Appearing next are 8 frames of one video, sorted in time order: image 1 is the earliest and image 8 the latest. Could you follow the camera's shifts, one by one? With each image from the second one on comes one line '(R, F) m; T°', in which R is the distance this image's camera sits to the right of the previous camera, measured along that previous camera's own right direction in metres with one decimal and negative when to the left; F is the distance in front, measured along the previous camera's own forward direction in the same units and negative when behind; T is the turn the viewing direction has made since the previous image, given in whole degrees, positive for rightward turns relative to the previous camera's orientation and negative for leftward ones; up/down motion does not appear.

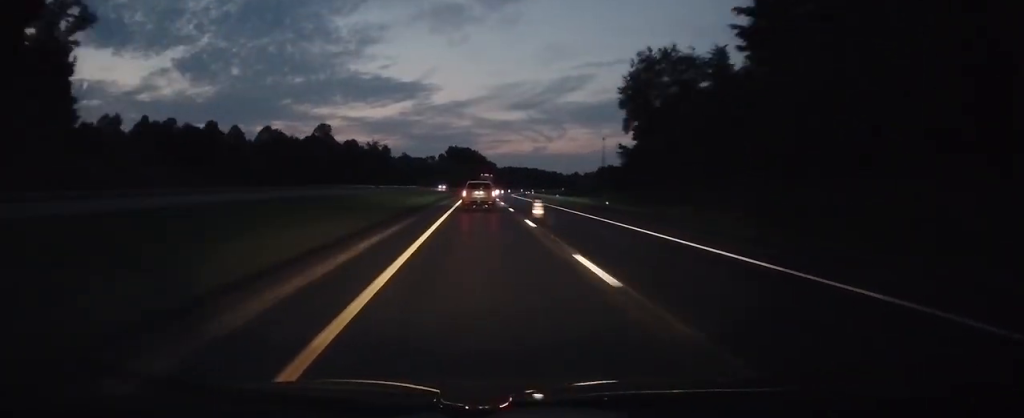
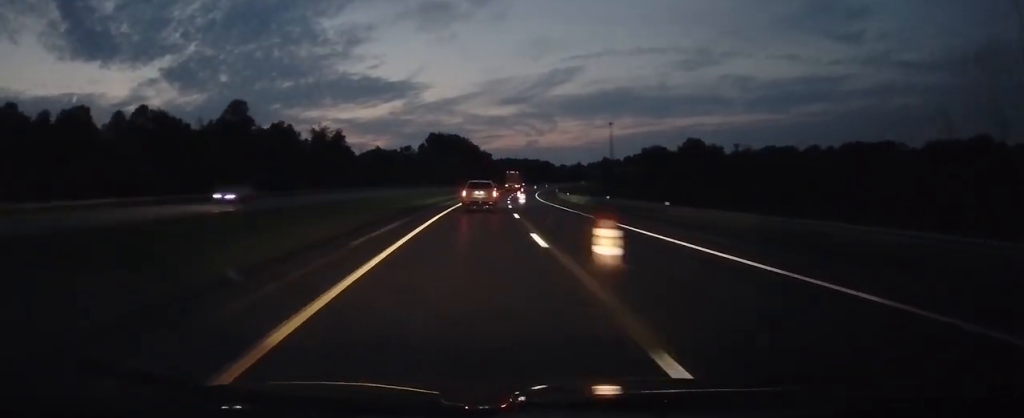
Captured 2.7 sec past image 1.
(+1.1, +80.4) m; +3°
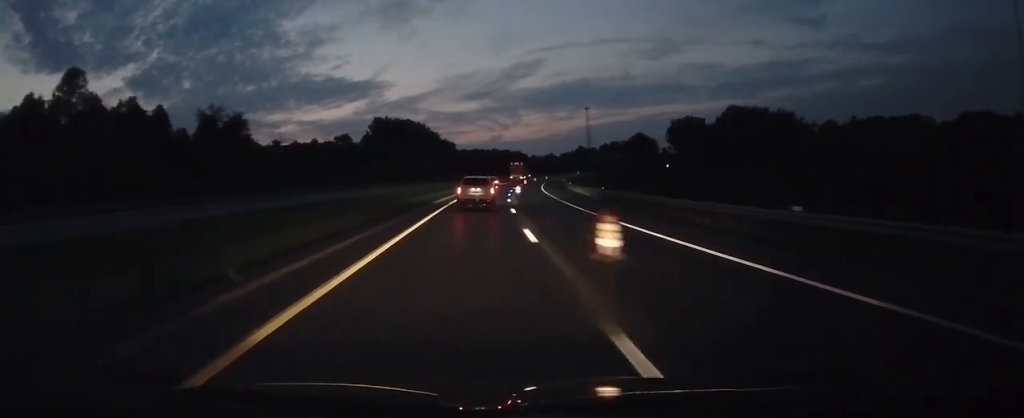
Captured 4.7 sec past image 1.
(-0.3, +59.4) m; +3°
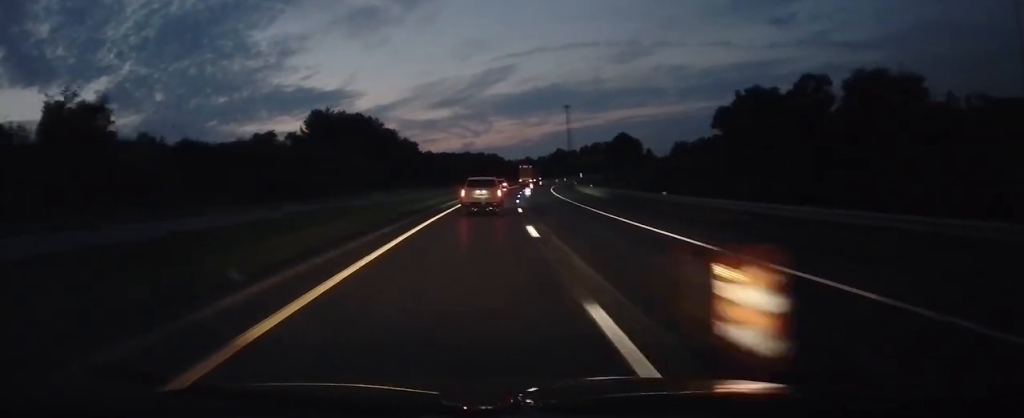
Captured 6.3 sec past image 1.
(+2.7, +45.8) m; +4°
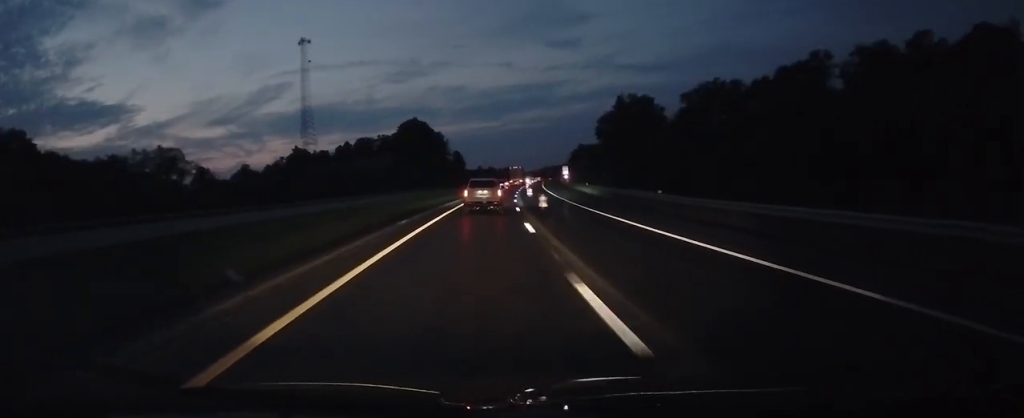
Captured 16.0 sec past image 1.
(+52.7, +266.1) m; +22°
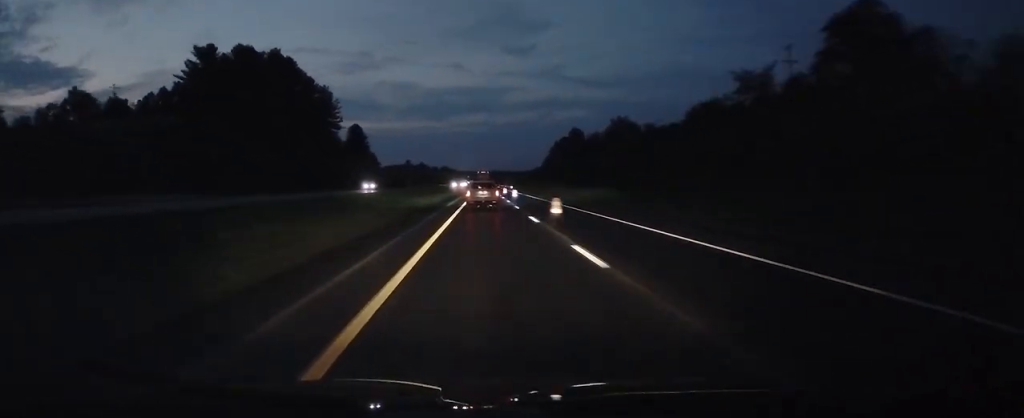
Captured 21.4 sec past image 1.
(+8.4, +147.3) m; +4°
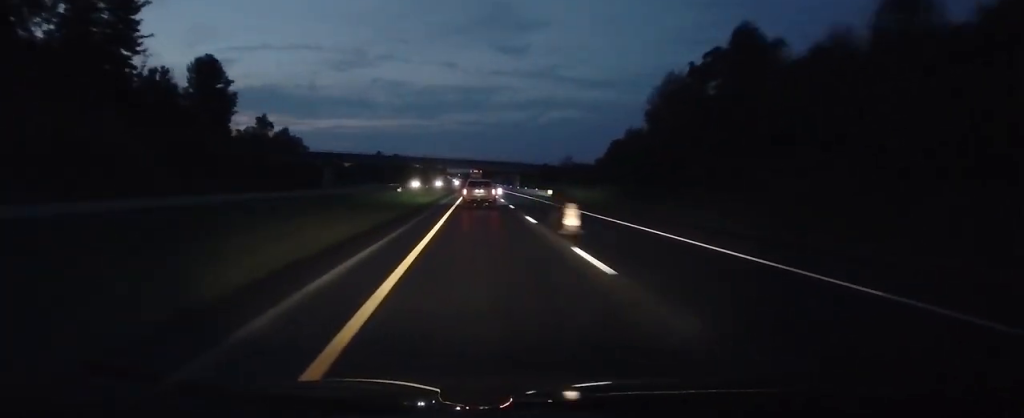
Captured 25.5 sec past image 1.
(+0.5, +132.1) m; 0°
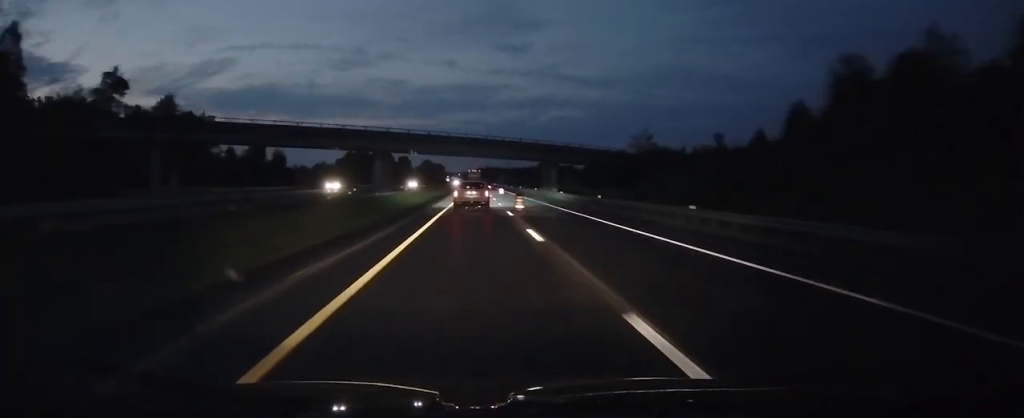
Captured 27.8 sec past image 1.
(+0.5, +68.1) m; 0°
